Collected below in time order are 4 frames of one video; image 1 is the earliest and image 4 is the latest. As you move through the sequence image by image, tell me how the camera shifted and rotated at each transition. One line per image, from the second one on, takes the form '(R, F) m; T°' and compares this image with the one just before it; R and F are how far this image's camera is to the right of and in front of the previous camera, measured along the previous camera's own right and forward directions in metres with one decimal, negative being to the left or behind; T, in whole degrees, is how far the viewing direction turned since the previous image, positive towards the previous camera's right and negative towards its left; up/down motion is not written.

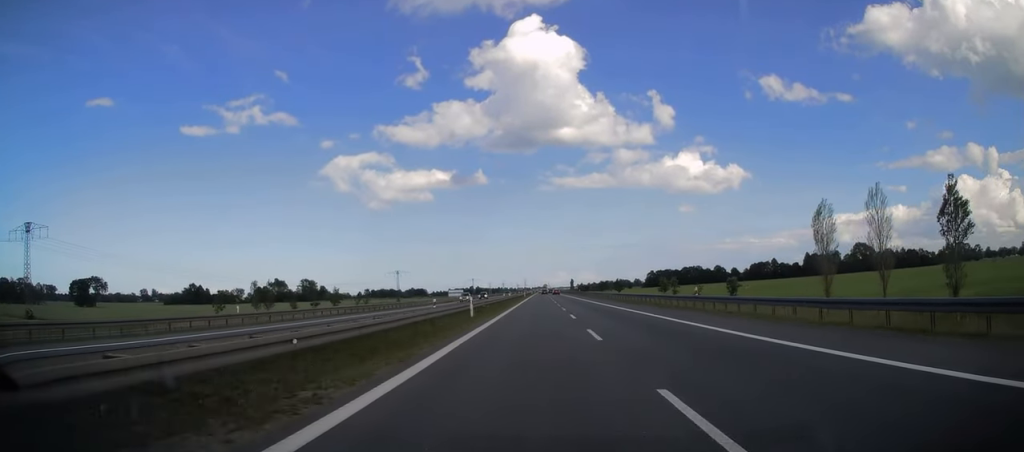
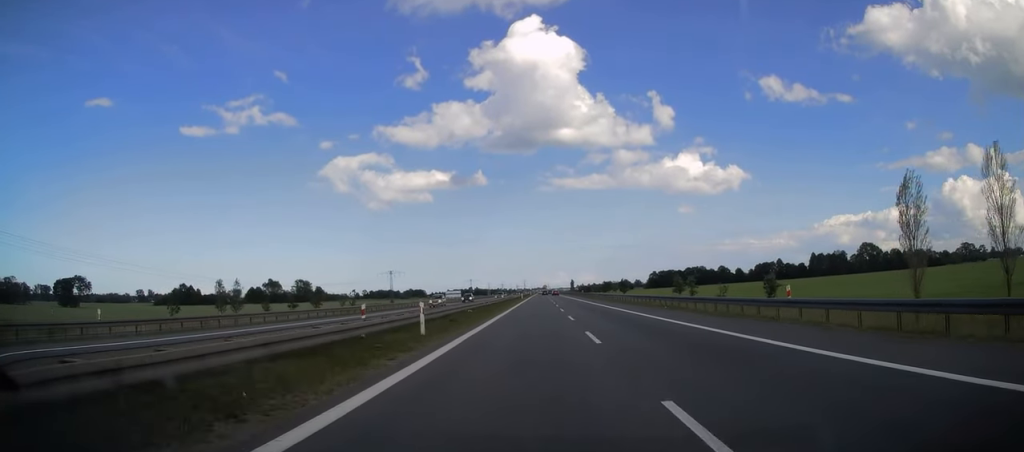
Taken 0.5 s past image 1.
(+0.2, +12.6) m; 0°
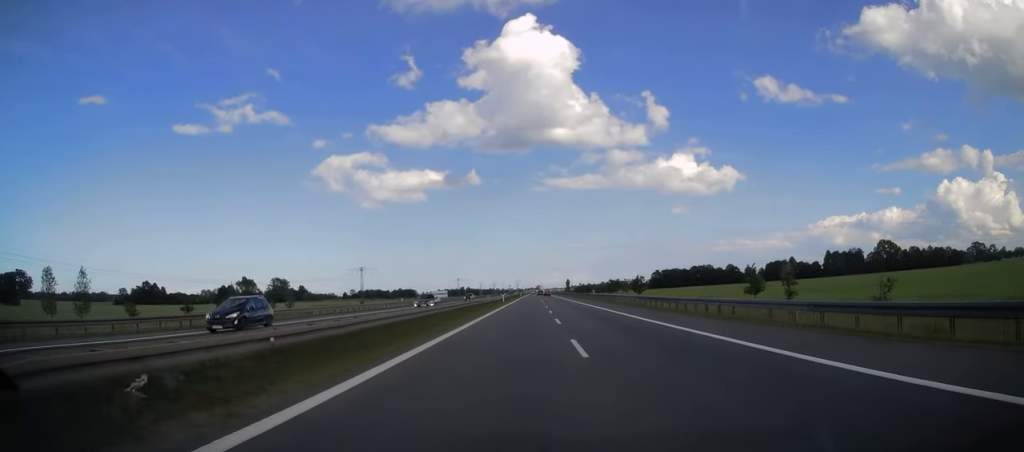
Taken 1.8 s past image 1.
(+0.2, +38.8) m; 0°
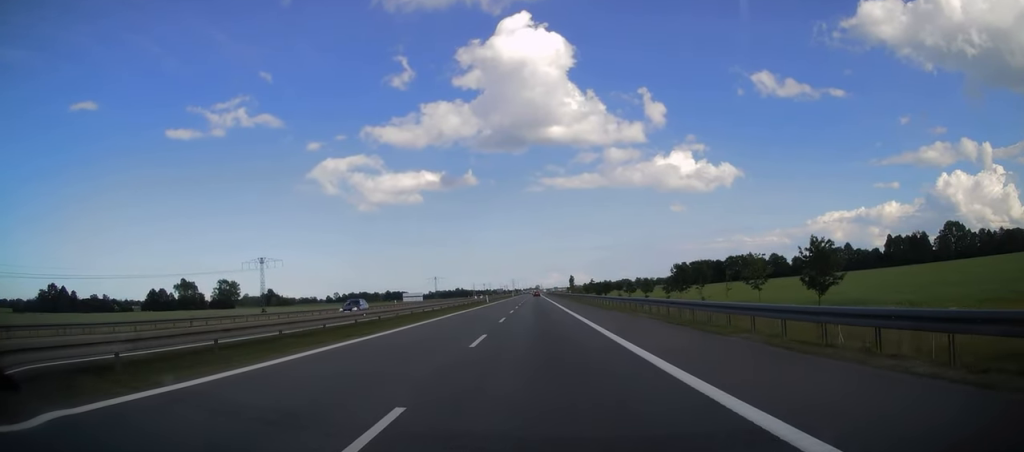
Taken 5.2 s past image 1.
(+0.3, +92.4) m; 0°
